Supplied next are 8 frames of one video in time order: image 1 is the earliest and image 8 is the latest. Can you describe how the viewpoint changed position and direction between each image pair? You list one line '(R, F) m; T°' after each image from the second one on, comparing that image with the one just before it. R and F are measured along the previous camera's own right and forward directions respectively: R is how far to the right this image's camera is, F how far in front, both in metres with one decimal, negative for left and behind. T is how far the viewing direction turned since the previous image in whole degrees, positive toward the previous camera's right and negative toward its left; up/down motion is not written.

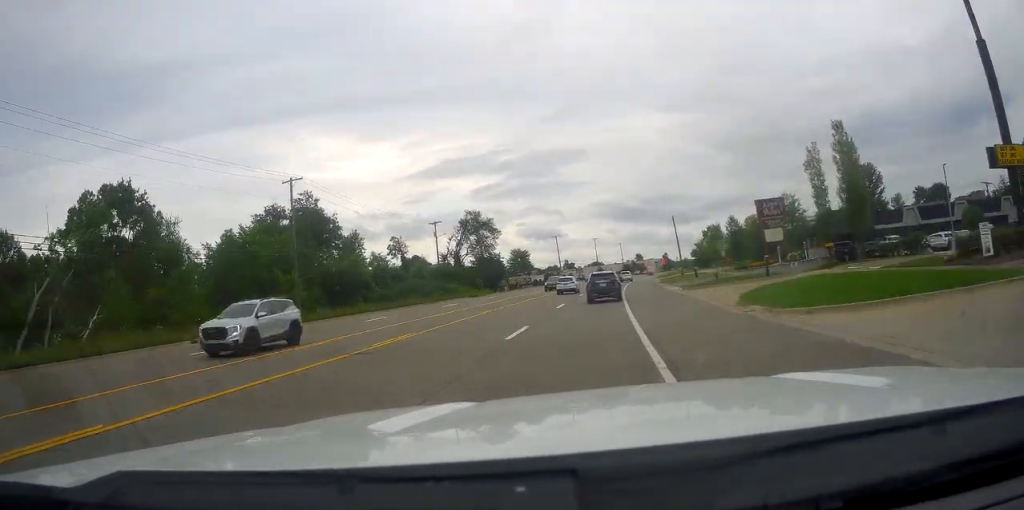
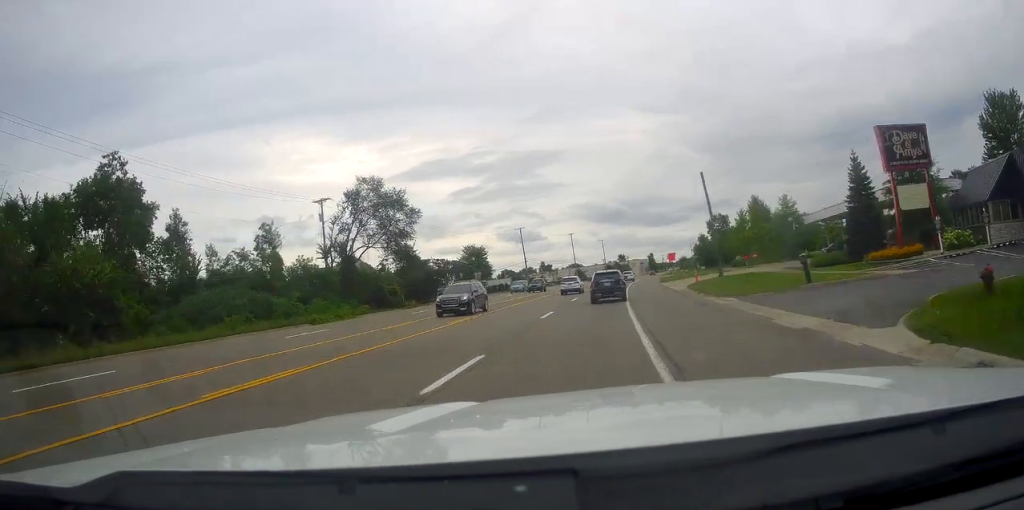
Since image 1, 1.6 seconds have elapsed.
(+0.4, +37.6) m; +2°
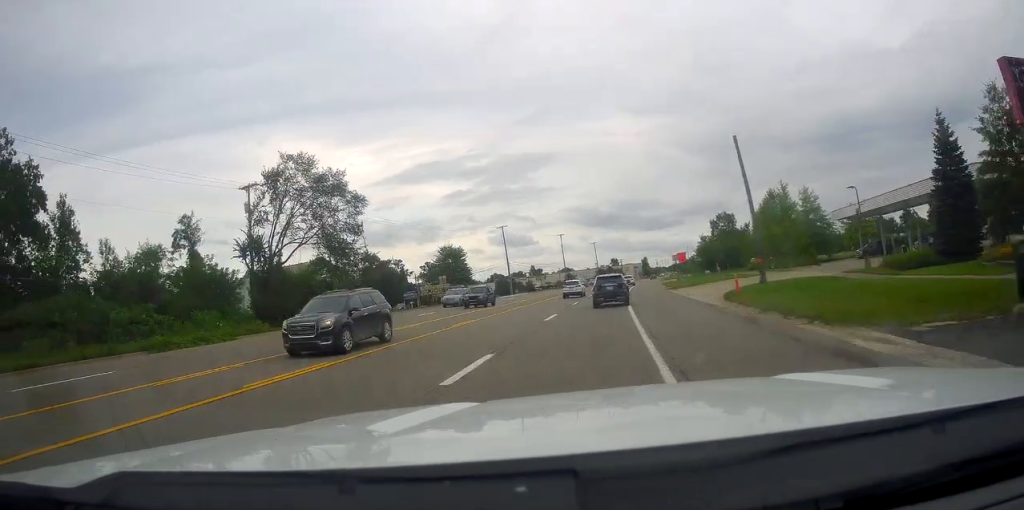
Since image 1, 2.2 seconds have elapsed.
(+0.1, +14.4) m; +1°
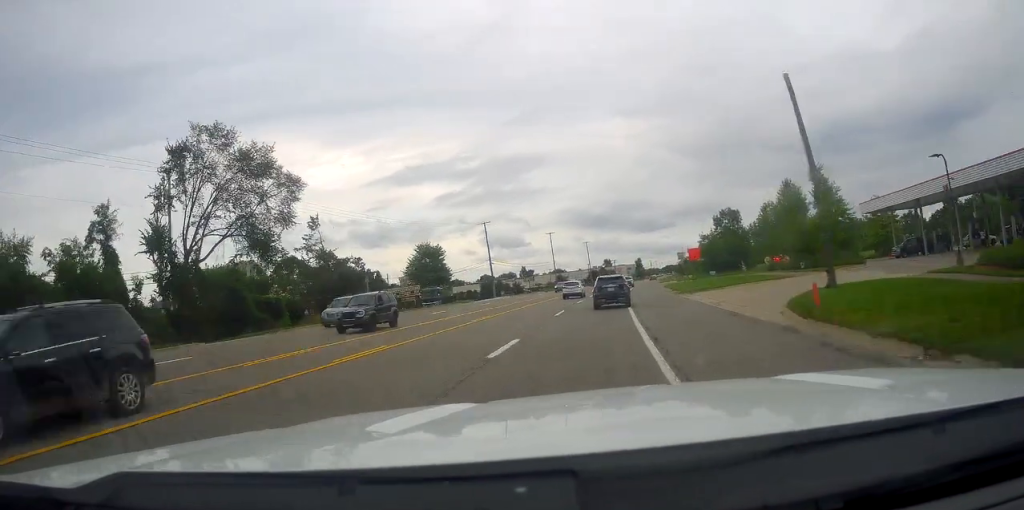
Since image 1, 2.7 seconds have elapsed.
(+0.2, +11.3) m; +1°
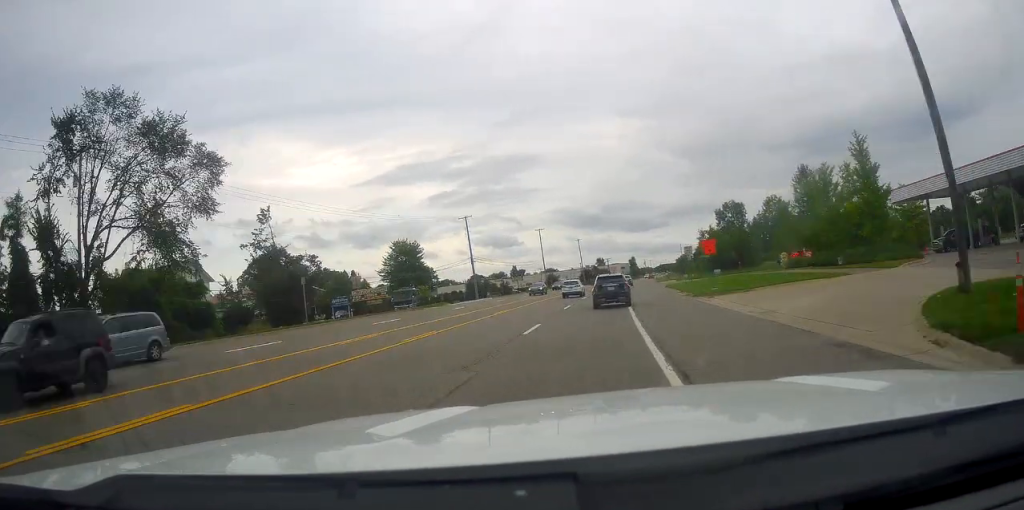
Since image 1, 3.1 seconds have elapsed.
(+0.1, +9.7) m; 0°
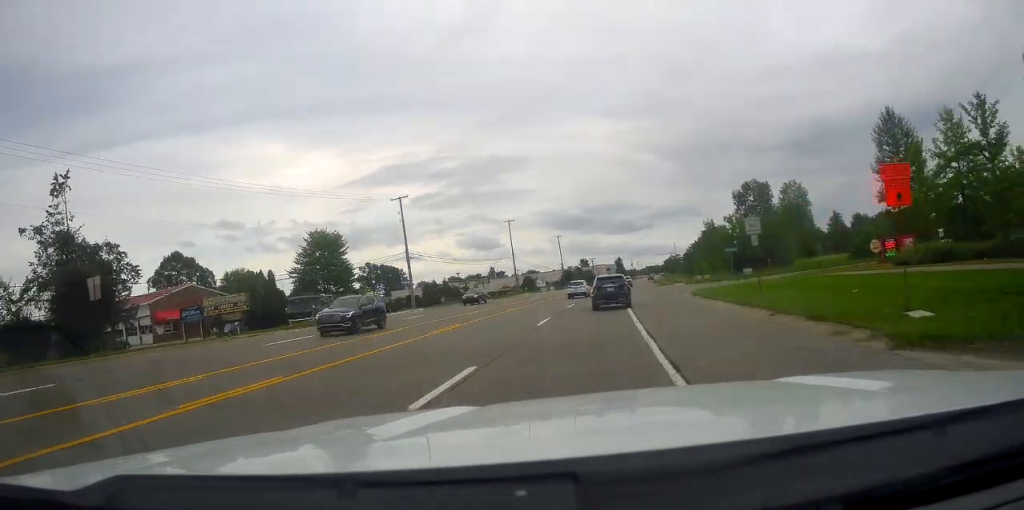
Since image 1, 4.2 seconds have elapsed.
(+0.2, +26.5) m; +1°
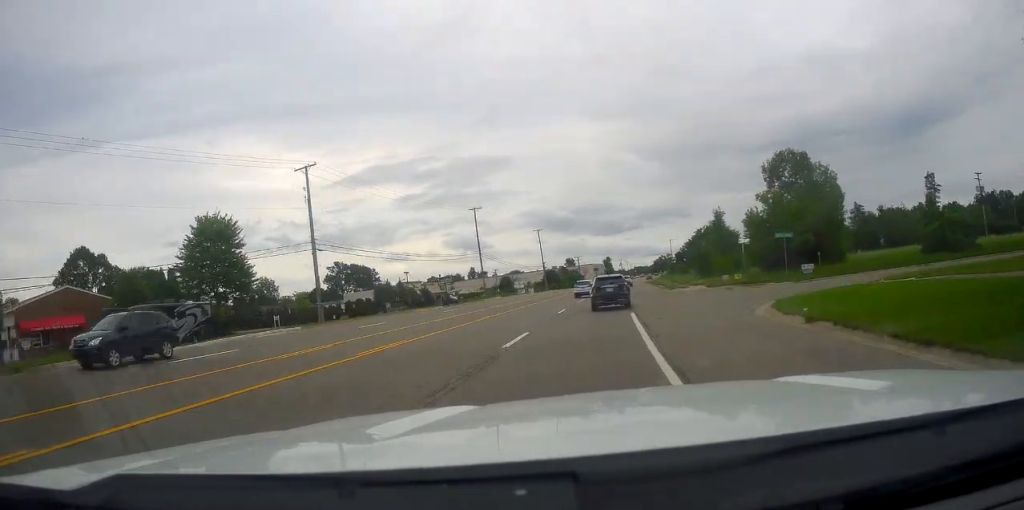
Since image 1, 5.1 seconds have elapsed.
(+0.3, +22.1) m; +1°
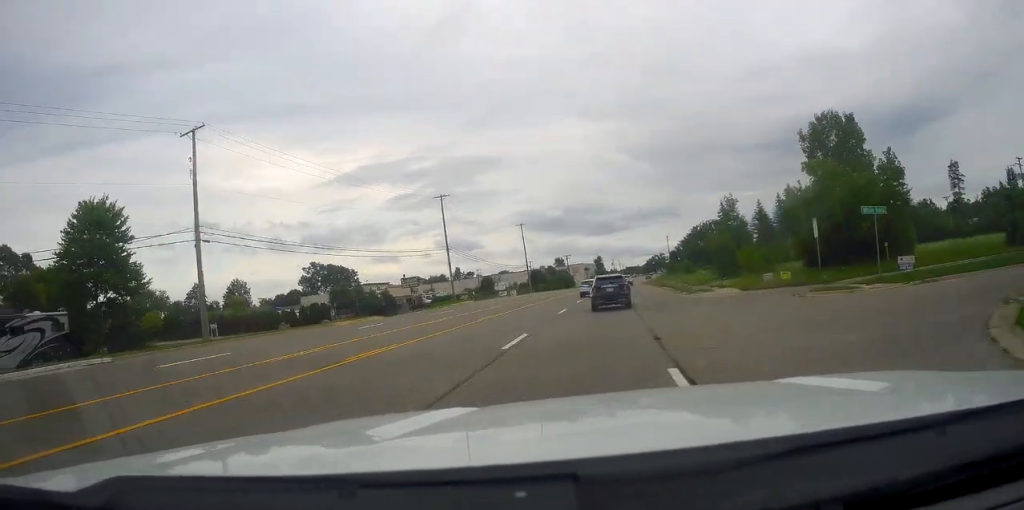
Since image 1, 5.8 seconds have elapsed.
(+0.1, +15.8) m; +1°
